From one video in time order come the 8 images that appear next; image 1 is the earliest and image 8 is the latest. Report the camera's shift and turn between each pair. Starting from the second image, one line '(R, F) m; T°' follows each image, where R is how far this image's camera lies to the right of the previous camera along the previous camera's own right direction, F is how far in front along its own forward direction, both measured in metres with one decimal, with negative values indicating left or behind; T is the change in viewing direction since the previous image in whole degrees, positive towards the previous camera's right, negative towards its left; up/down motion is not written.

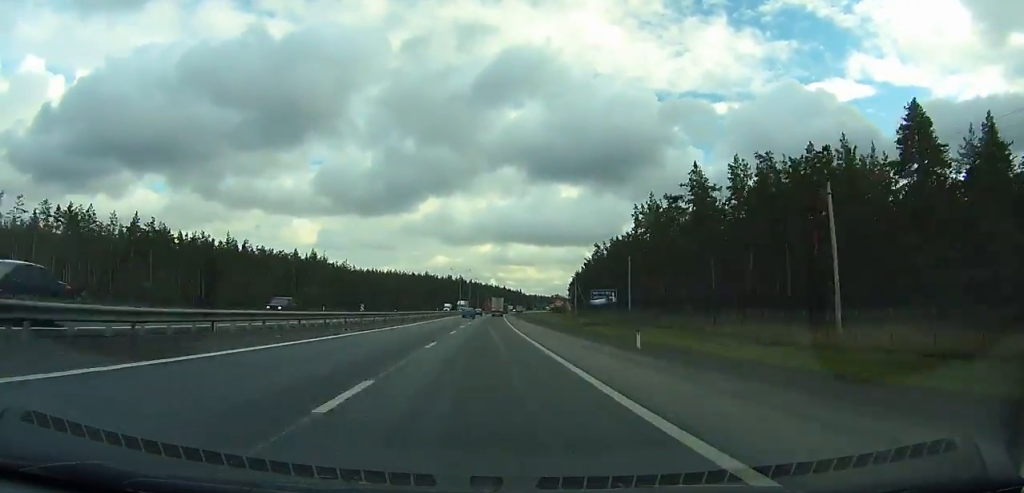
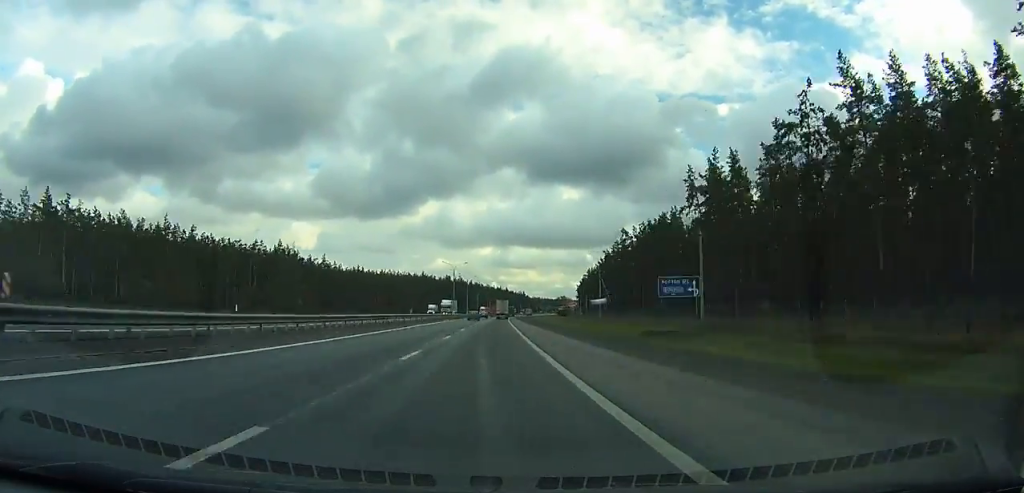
(+0.3, +26.9) m; 0°
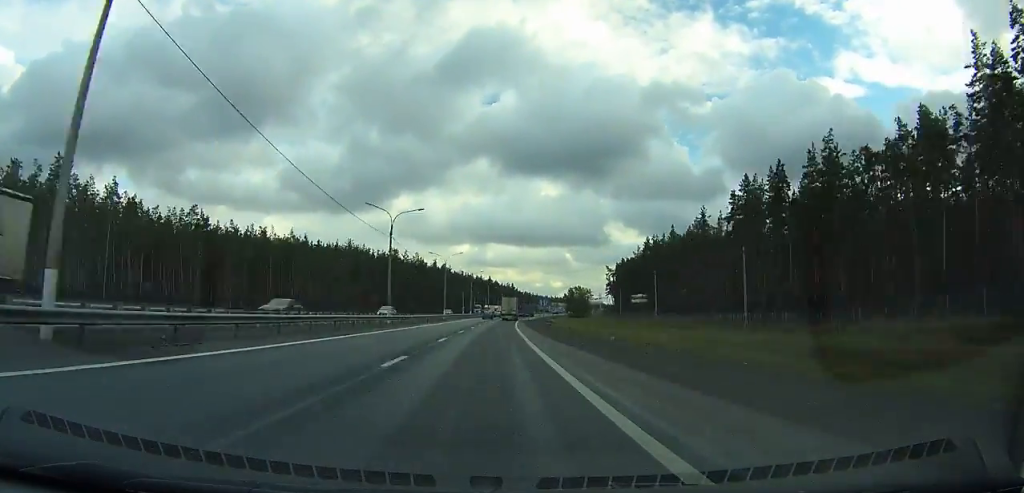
(+1.0, +142.4) m; +1°
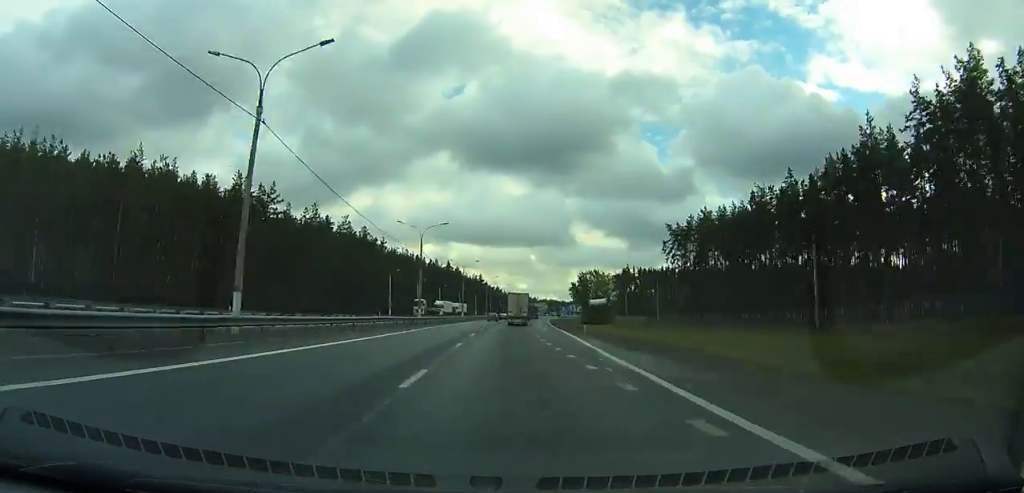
(+1.8, +108.8) m; +3°
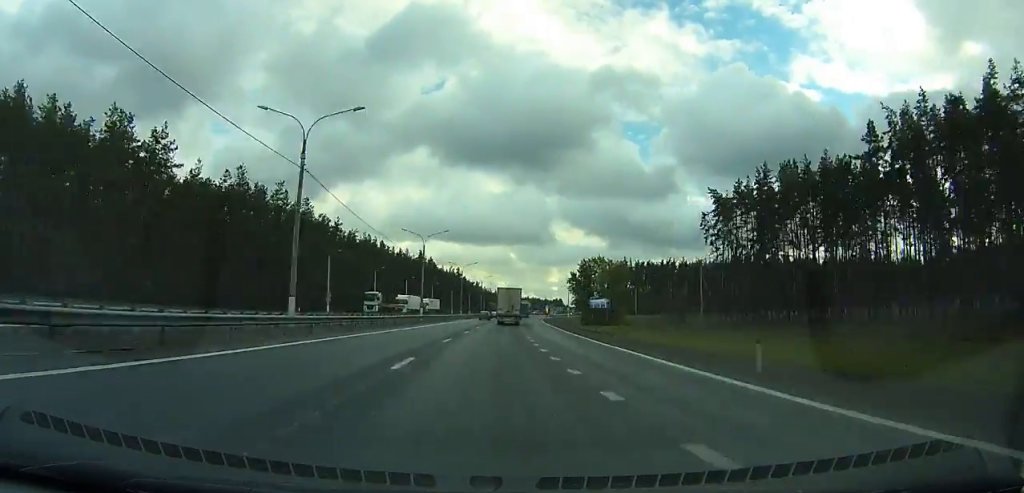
(+0.7, +32.1) m; +1°
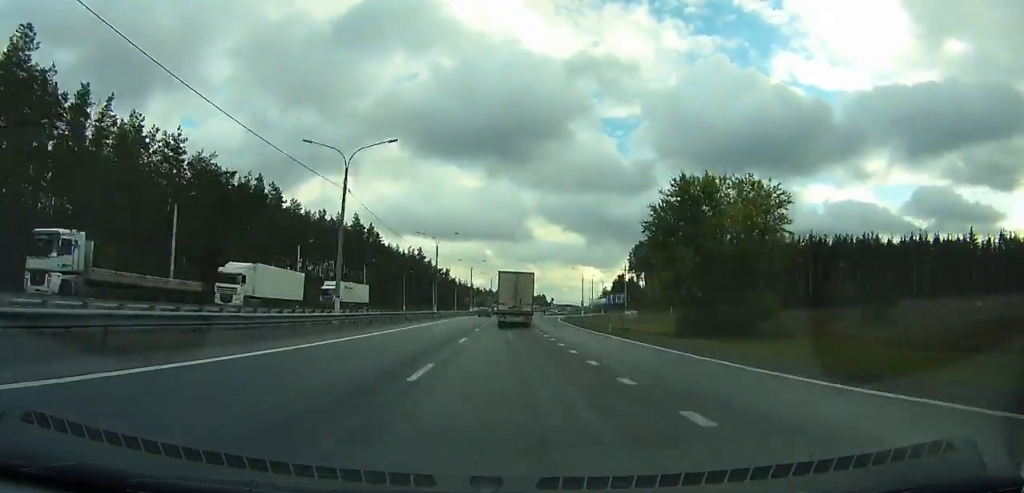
(+1.5, +70.9) m; +3°
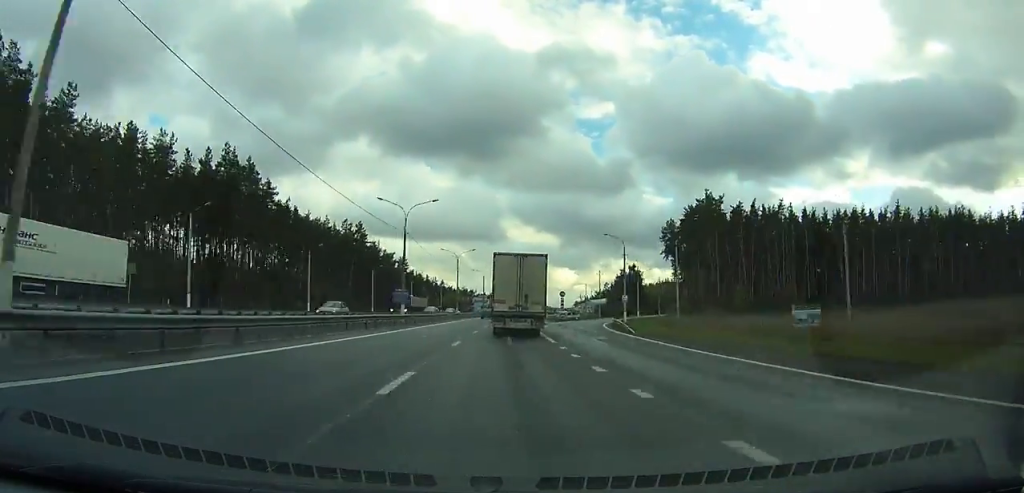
(+1.3, +63.0) m; +2°
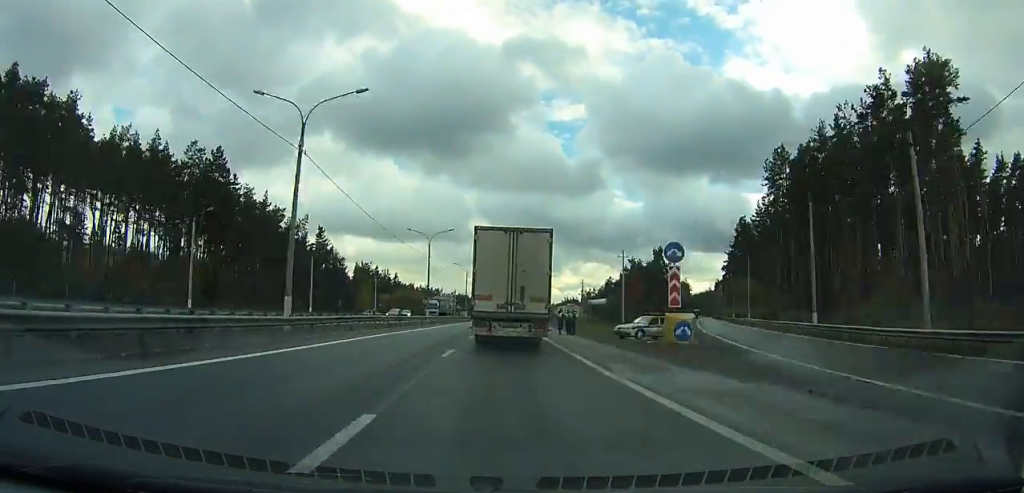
(+1.6, +70.2) m; +3°
